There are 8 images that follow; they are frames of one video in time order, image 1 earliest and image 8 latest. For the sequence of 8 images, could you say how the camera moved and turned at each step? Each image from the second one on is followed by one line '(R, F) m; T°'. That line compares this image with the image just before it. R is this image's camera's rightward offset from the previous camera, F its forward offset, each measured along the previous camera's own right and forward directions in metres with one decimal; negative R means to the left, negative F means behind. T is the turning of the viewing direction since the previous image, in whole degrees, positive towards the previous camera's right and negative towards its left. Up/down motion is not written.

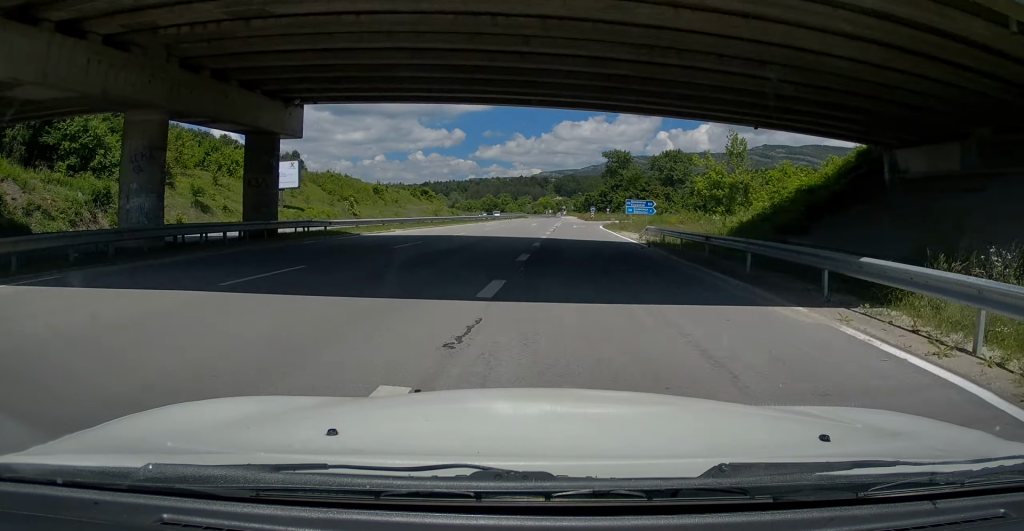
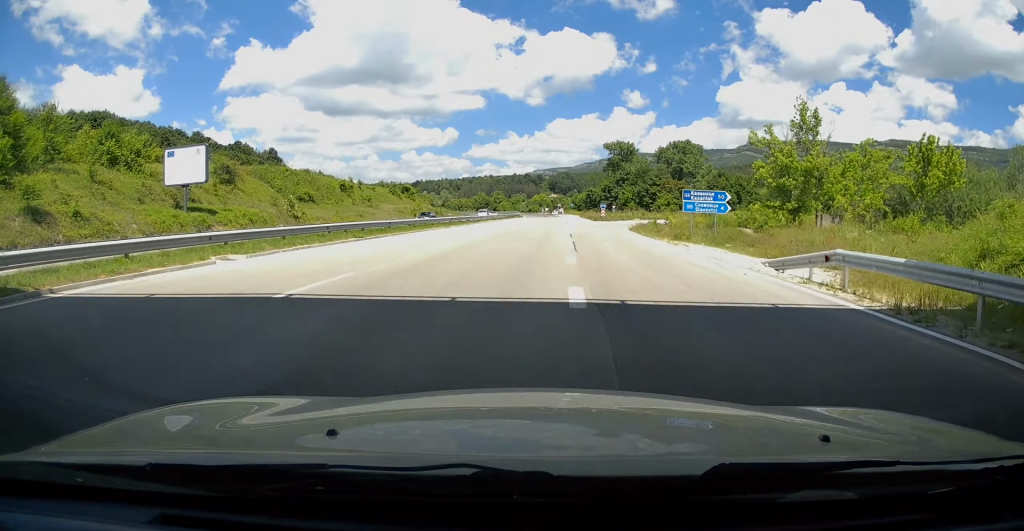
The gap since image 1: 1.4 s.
(-0.3, +18.3) m; +1°
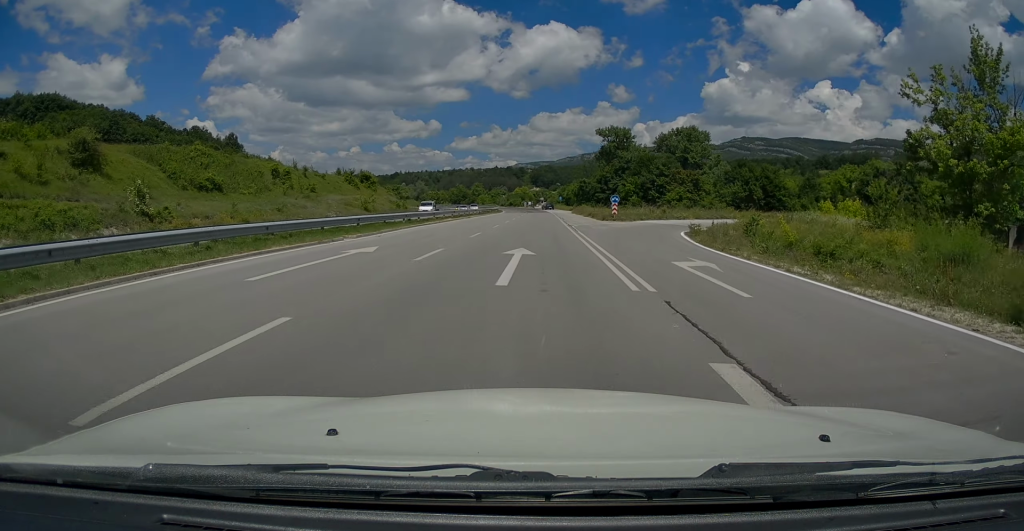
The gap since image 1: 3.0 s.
(+0.6, +22.1) m; +1°
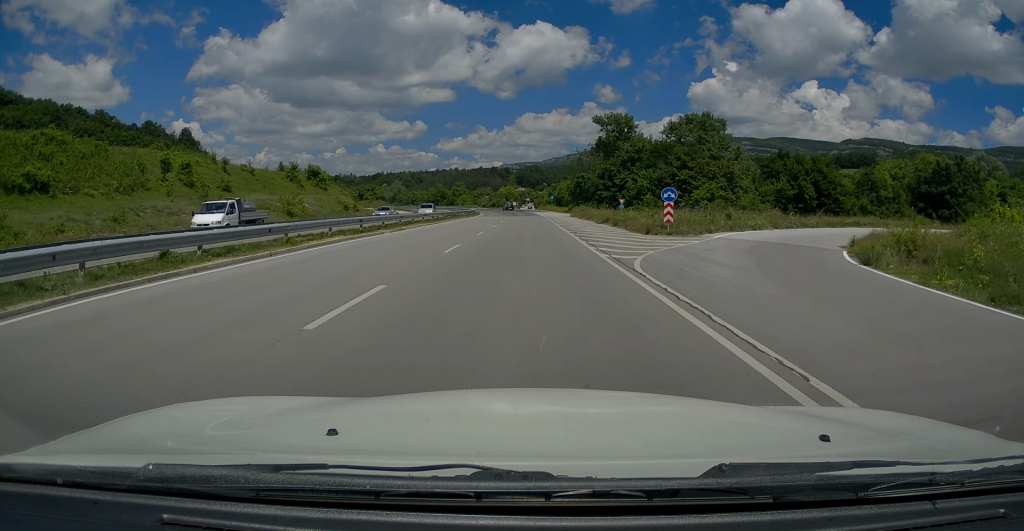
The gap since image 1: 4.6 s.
(0.0, +25.1) m; +1°
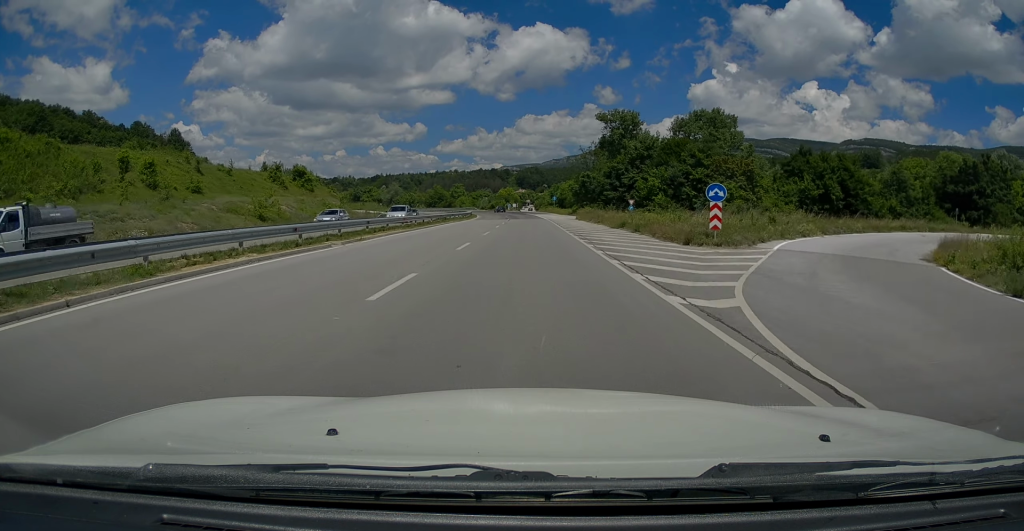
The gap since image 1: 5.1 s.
(0.0, +7.5) m; 0°
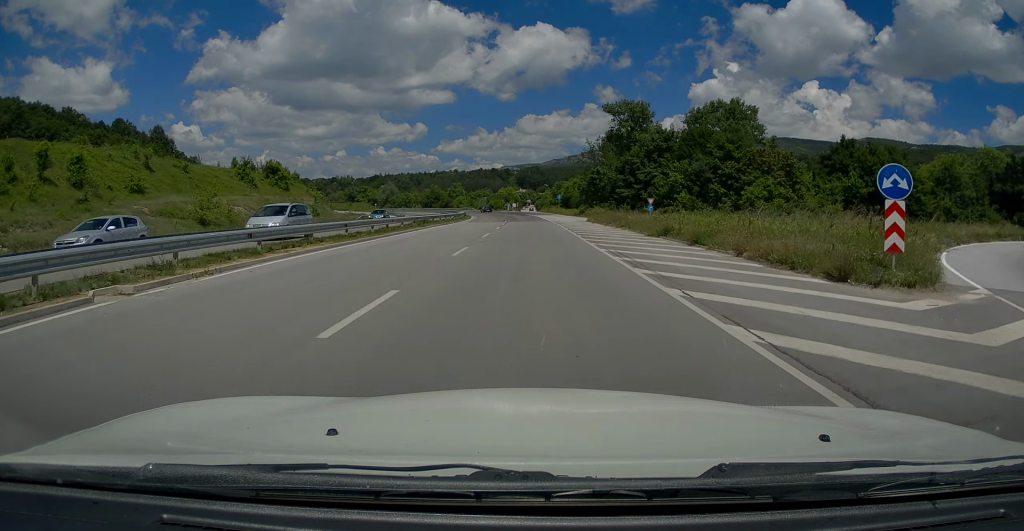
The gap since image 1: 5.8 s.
(0.0, +11.3) m; 0°
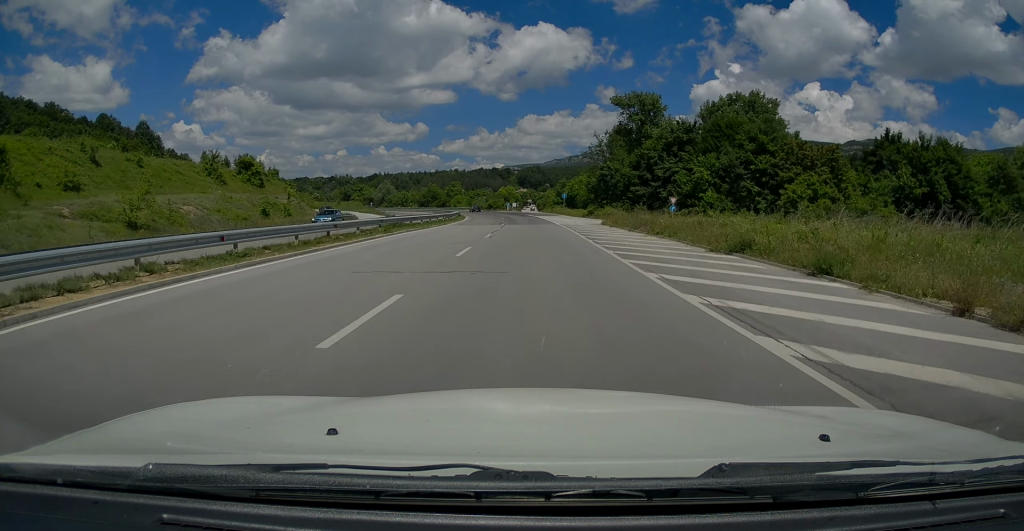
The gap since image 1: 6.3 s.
(0.0, +9.6) m; 0°
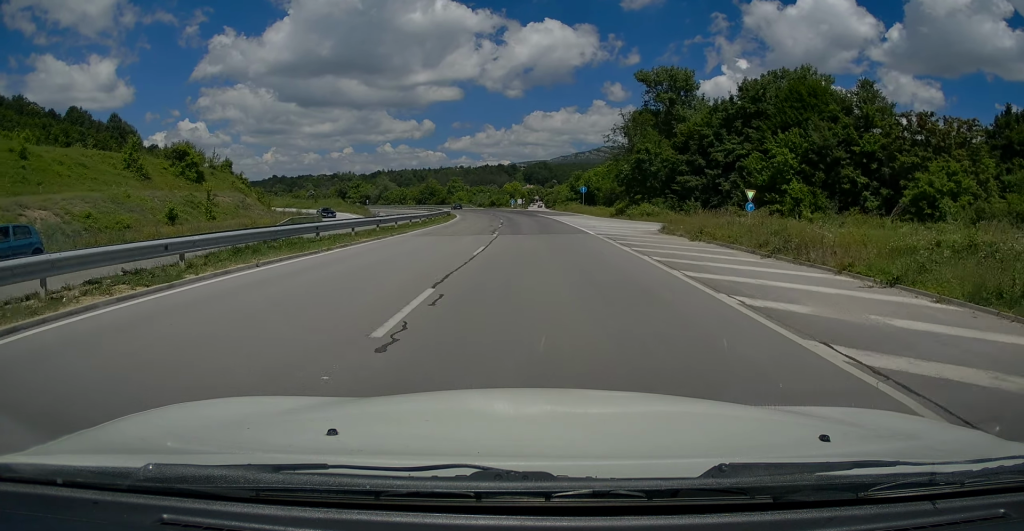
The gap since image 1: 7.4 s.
(+0.1, +17.9) m; 0°
